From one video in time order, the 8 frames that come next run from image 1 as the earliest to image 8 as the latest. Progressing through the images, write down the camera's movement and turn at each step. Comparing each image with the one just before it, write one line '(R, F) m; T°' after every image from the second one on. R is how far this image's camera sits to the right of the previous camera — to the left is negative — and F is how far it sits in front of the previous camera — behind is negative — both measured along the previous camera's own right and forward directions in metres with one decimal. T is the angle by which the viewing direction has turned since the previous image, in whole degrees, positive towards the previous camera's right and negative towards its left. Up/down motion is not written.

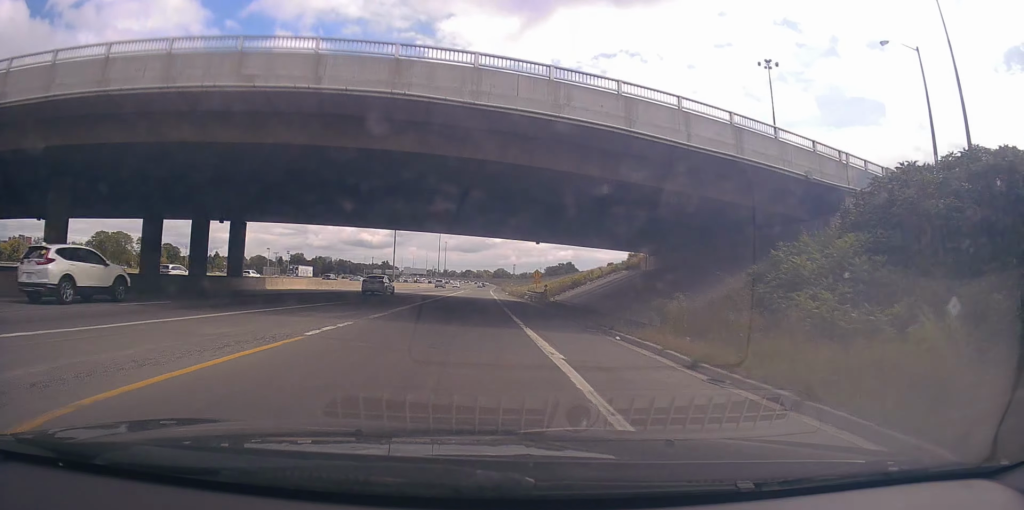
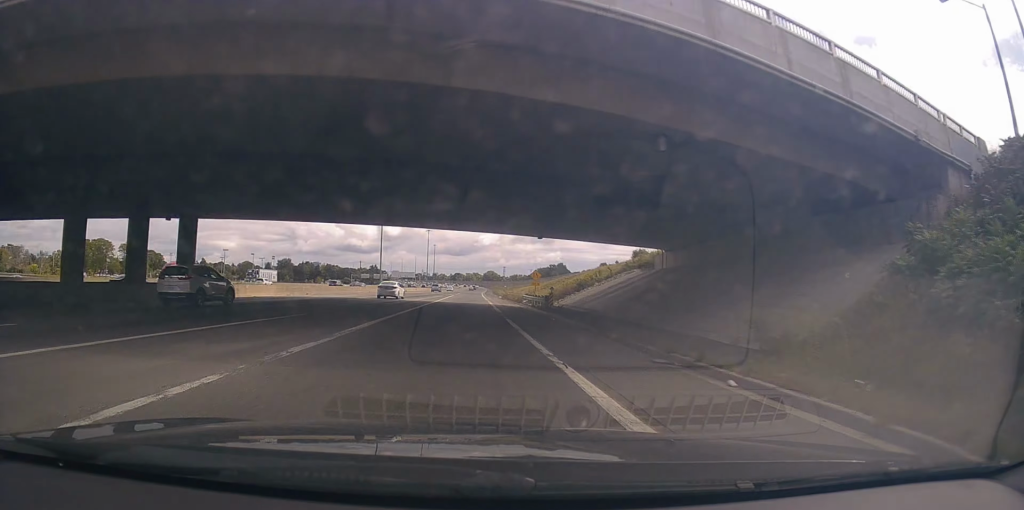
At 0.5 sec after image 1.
(0.0, +7.5) m; +1°
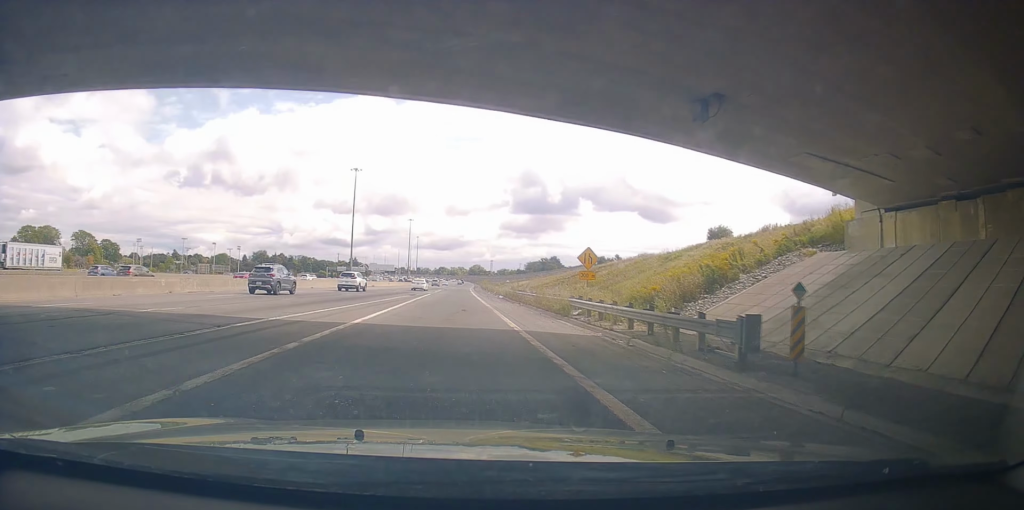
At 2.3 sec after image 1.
(+0.6, +29.0) m; +4°
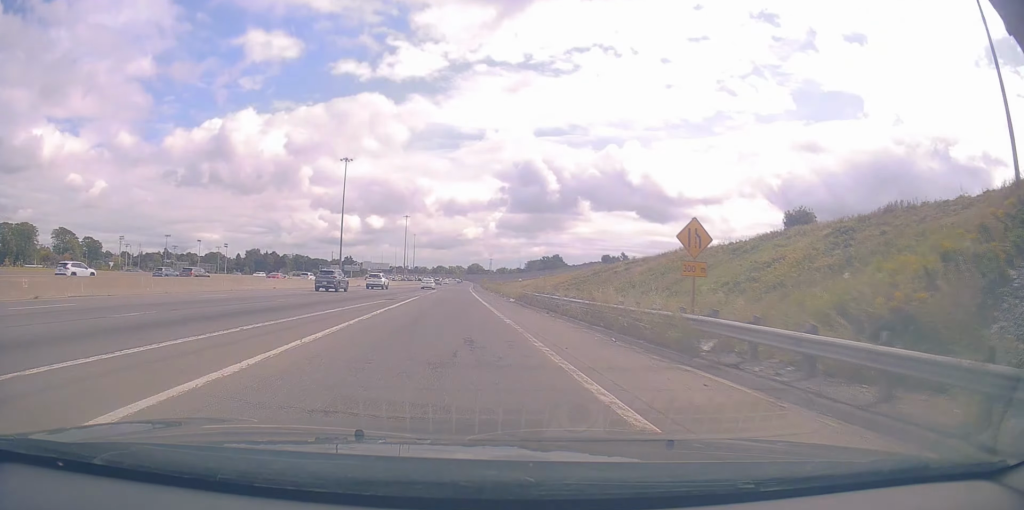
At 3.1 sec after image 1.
(+0.5, +13.6) m; -1°
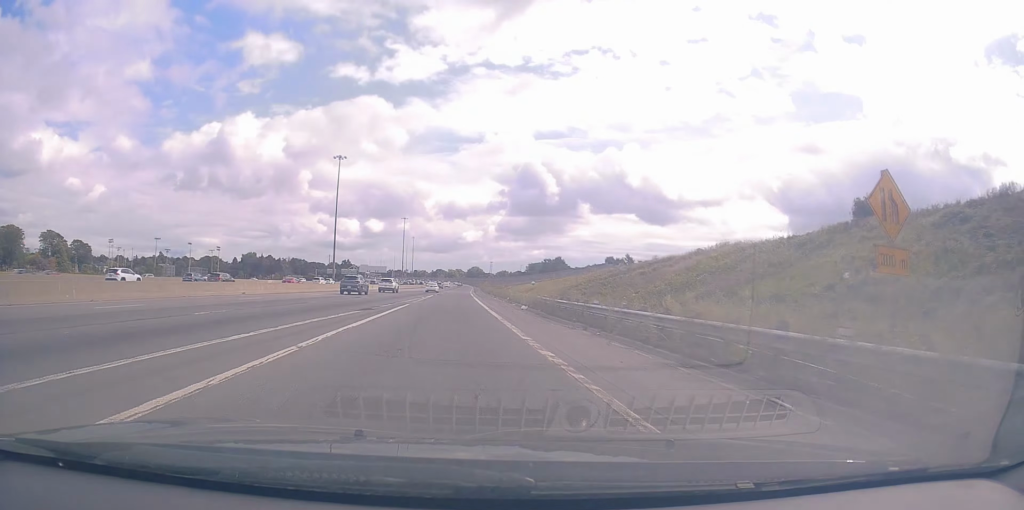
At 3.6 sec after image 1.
(-0.3, +8.2) m; 0°
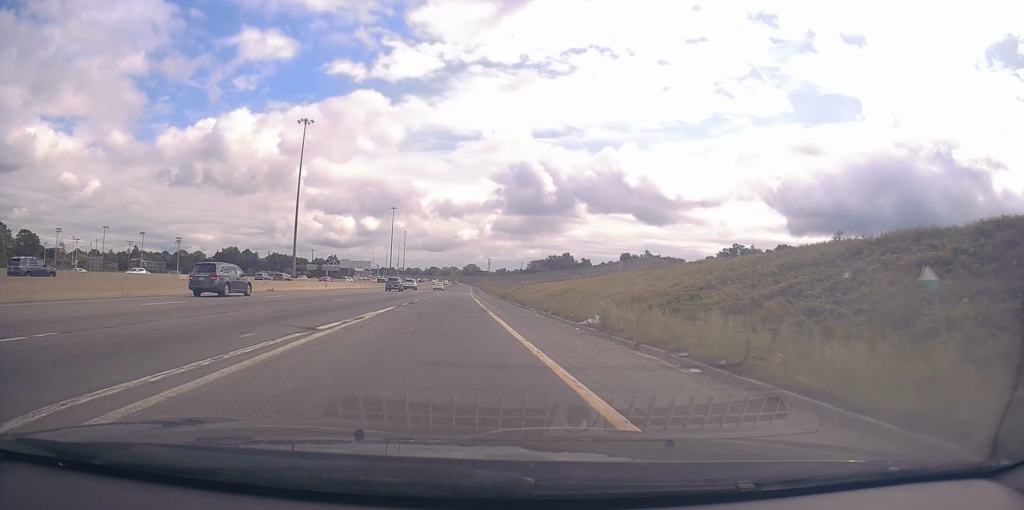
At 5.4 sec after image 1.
(+0.5, +33.6) m; +2°
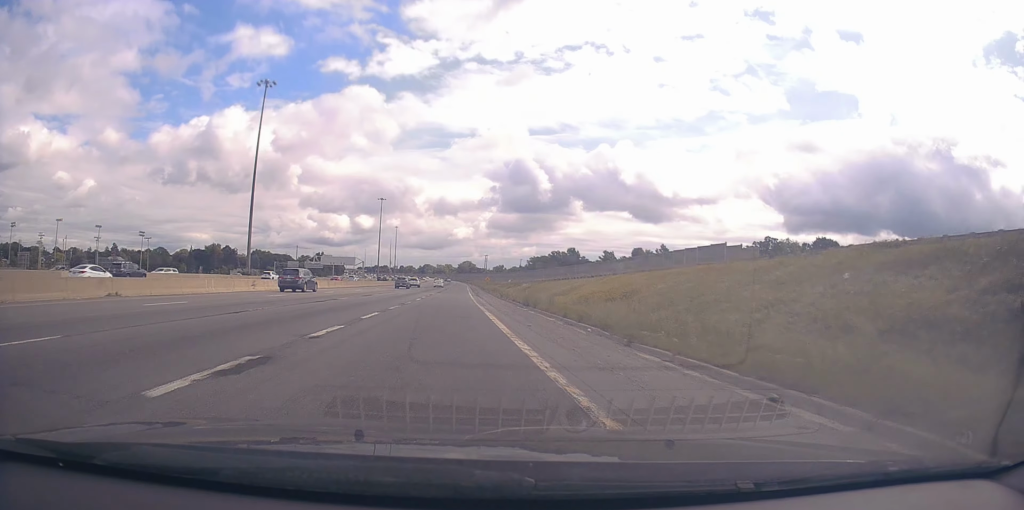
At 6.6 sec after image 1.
(-0.2, +25.1) m; 0°
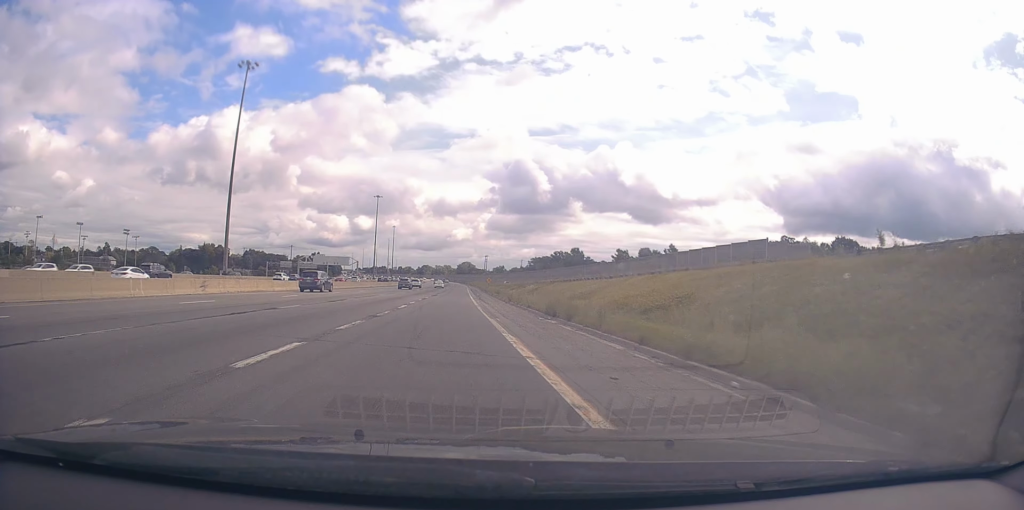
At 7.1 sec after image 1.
(+0.3, +10.1) m; 0°
